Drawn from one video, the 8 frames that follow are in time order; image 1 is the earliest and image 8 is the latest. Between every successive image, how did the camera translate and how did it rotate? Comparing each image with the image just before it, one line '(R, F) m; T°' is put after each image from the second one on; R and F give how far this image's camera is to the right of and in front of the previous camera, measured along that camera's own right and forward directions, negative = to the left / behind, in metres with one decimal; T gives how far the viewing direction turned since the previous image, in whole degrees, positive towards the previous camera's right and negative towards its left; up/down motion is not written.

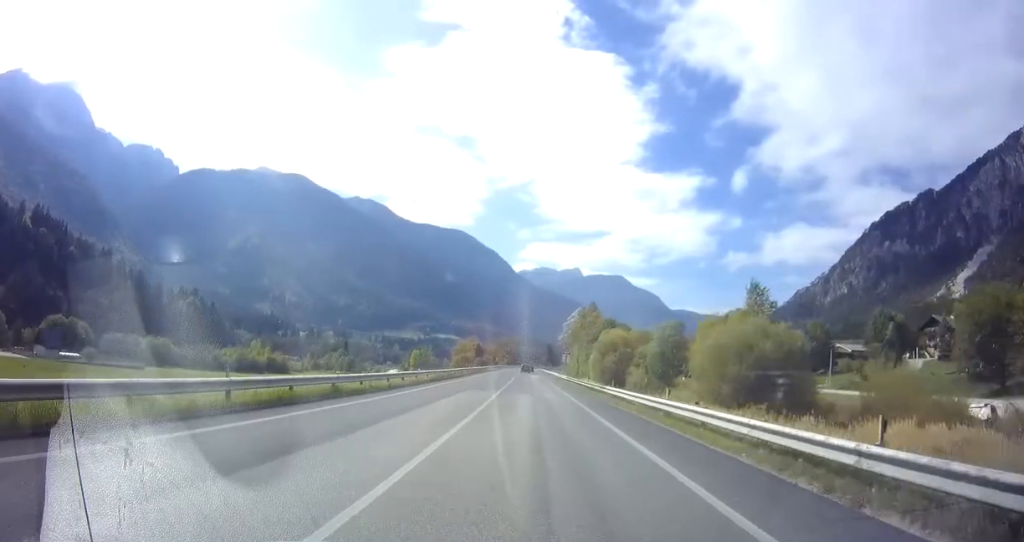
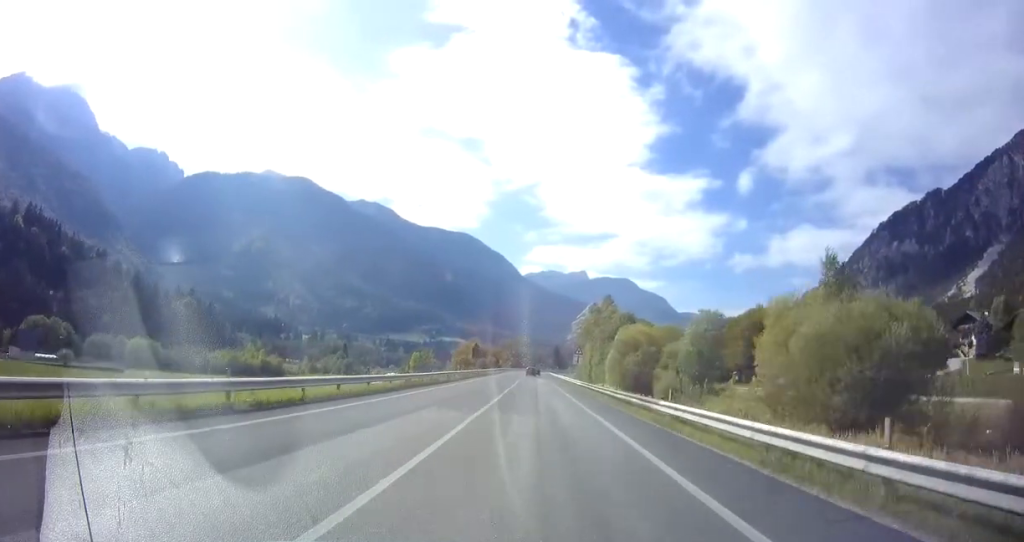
(-0.1, +10.9) m; -1°
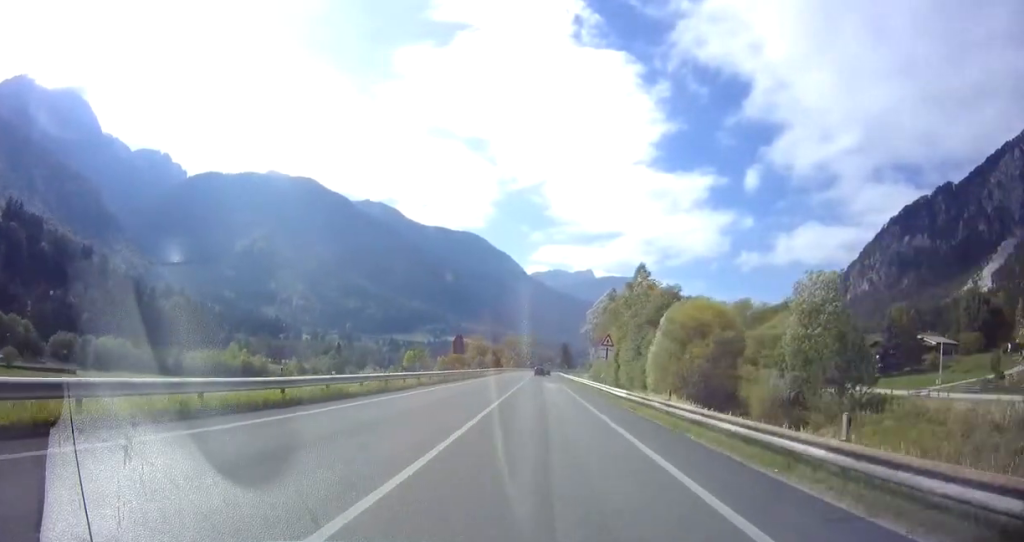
(-0.4, +21.1) m; -1°
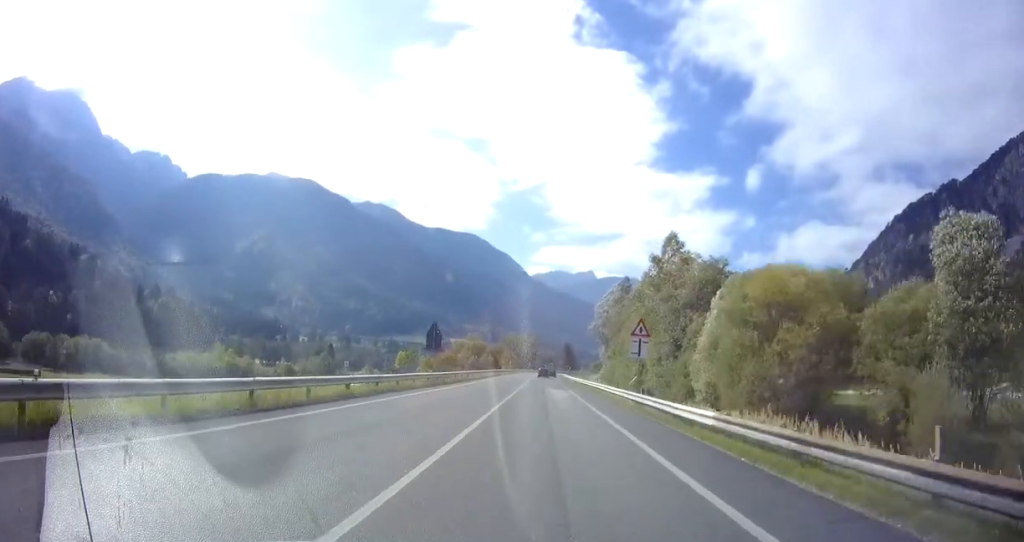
(-0.1, +12.5) m; 0°
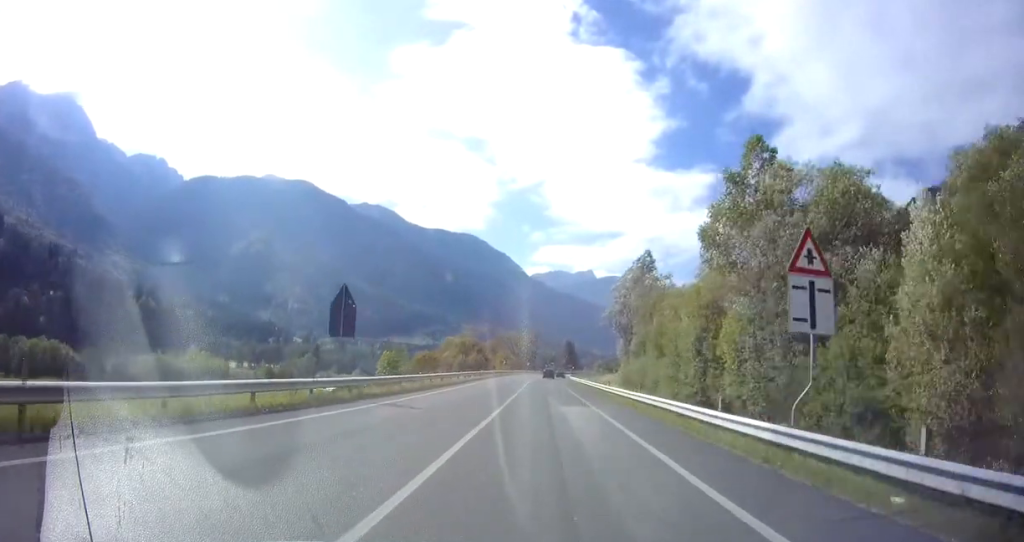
(+0.2, +17.8) m; +1°
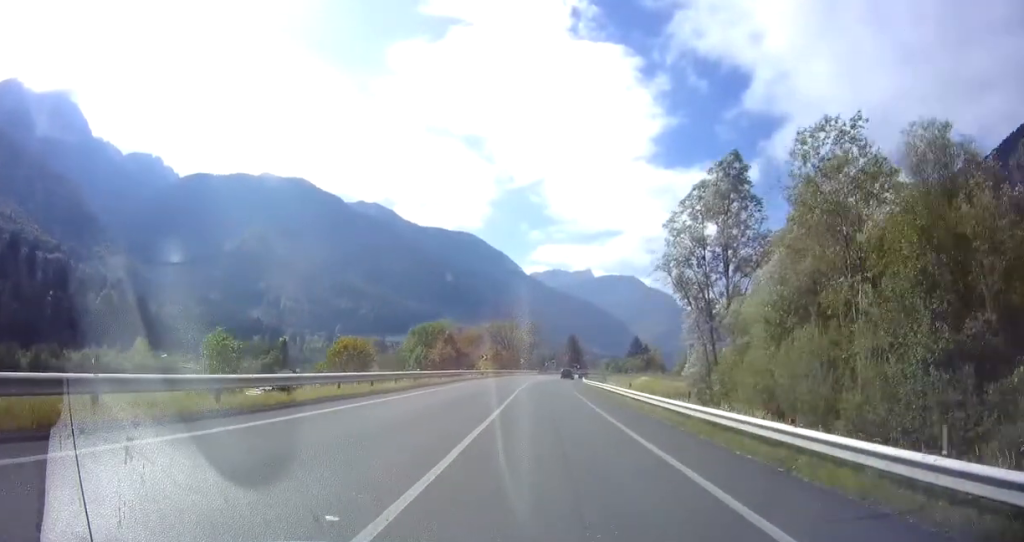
(-0.2, +30.3) m; 0°
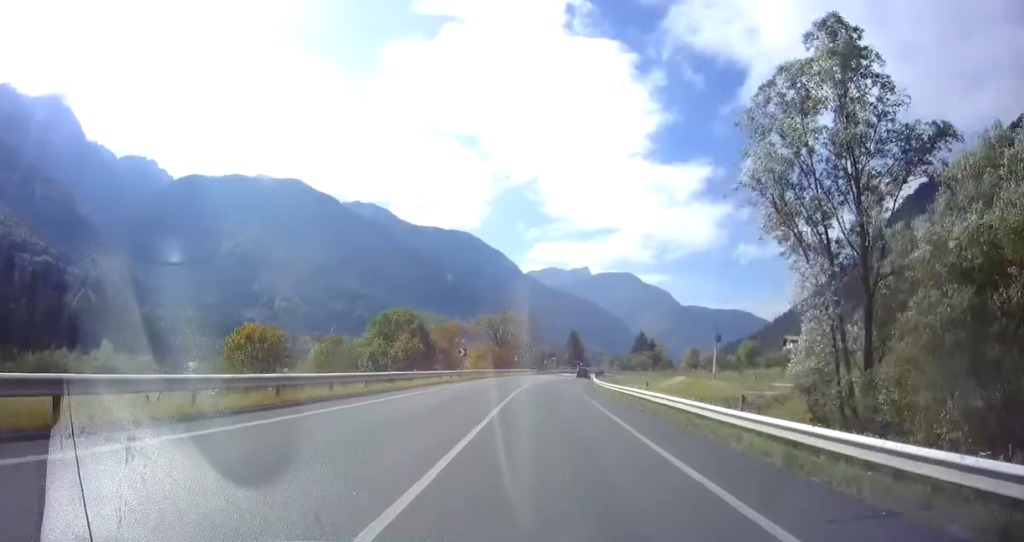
(-0.1, +16.4) m; 0°
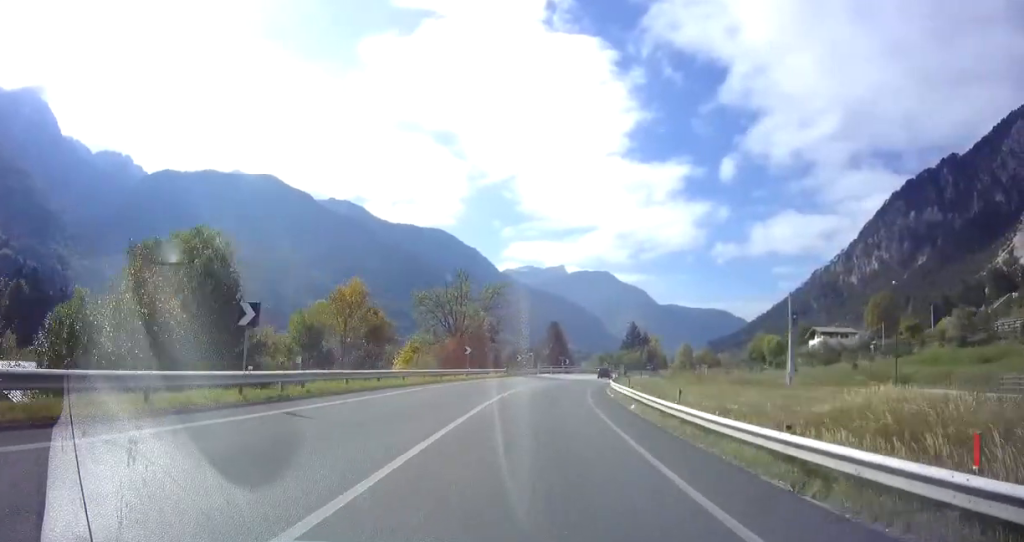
(+0.7, +30.5) m; +3°
